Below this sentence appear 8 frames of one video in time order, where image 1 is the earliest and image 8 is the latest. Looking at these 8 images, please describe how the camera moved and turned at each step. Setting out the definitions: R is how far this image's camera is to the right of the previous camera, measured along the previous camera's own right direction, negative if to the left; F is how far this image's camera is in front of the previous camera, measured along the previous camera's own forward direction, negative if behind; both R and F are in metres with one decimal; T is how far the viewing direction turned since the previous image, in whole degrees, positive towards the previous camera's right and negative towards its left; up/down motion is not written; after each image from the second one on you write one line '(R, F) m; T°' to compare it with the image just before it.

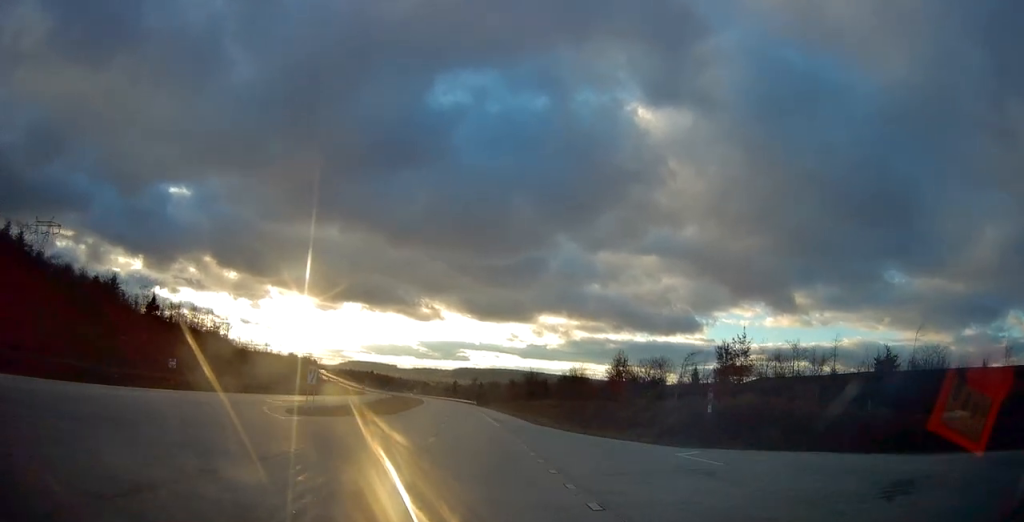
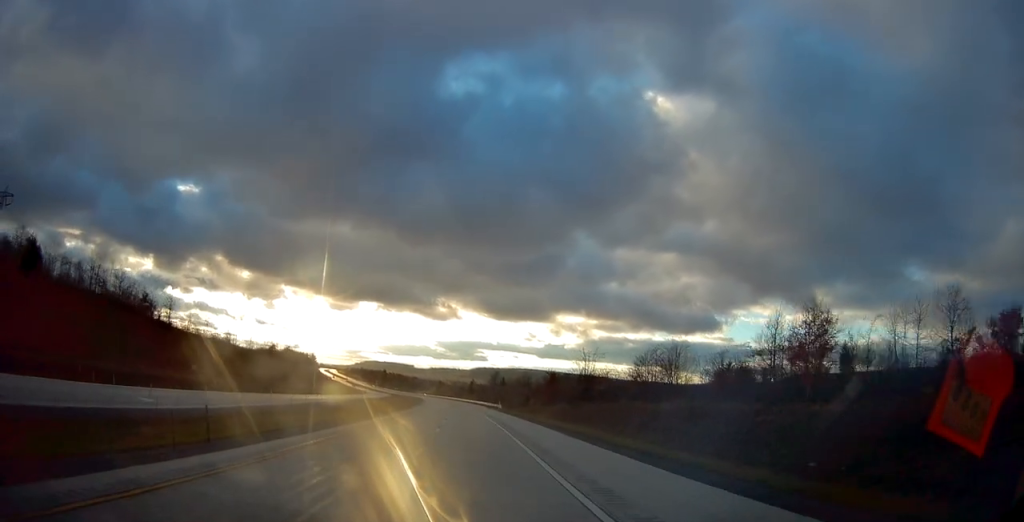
(-0.6, +54.6) m; -2°
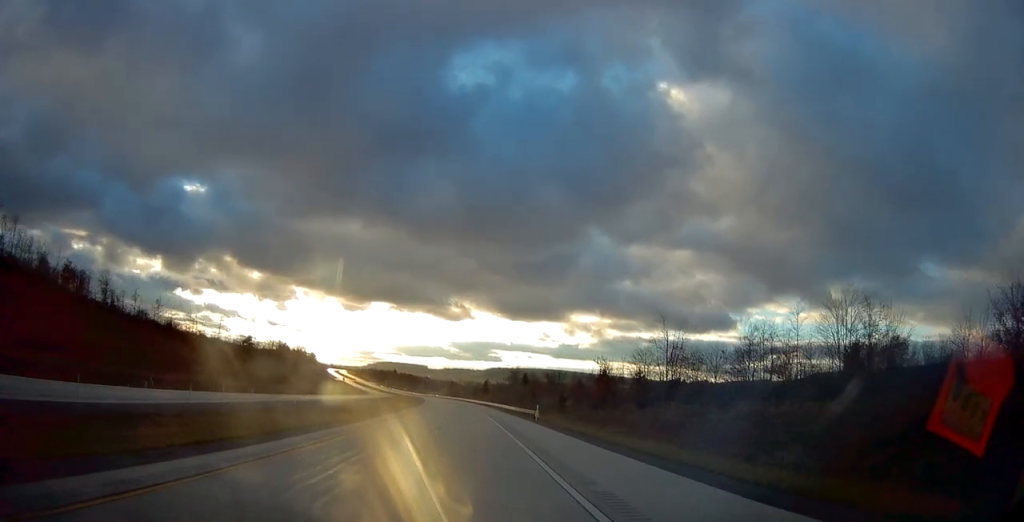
(-0.6, +38.1) m; -1°
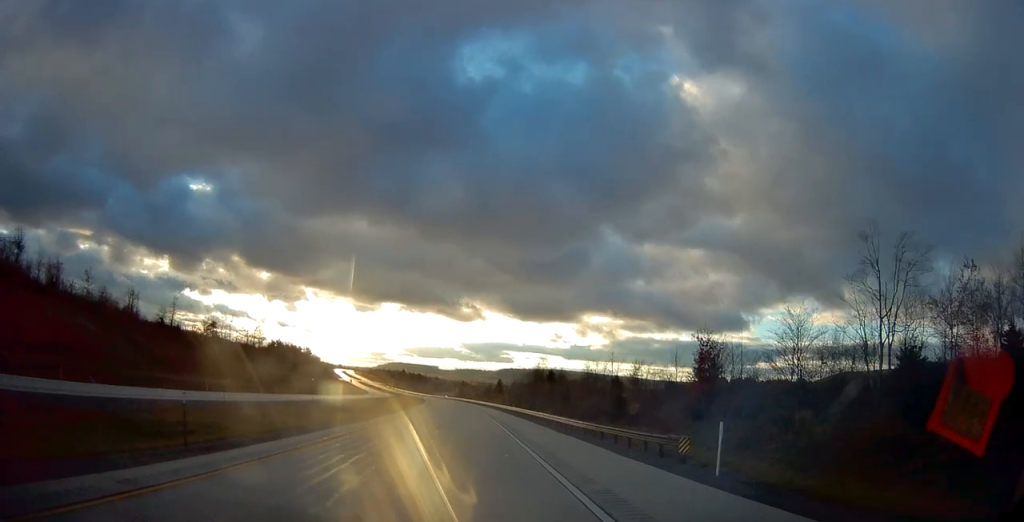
(-0.2, +35.8) m; -1°
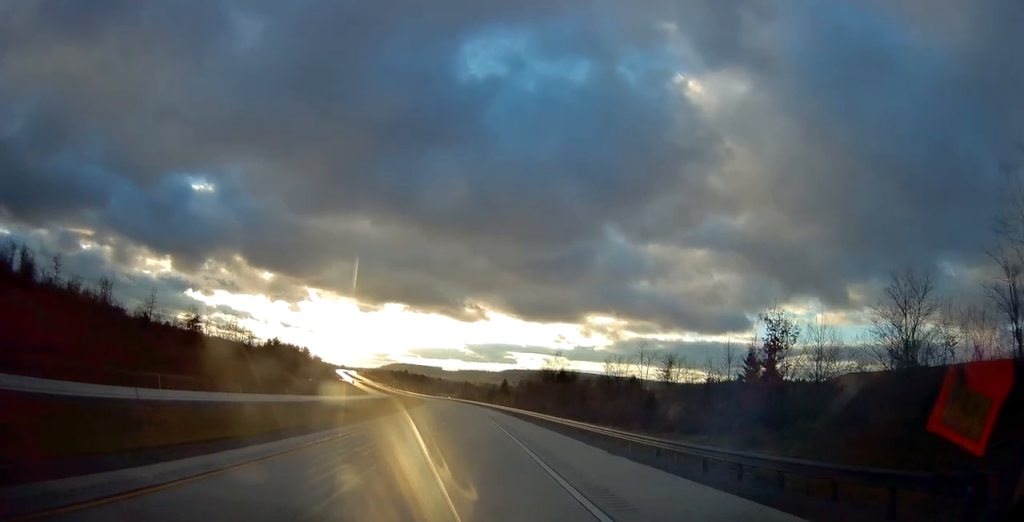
(0.0, +12.2) m; -1°
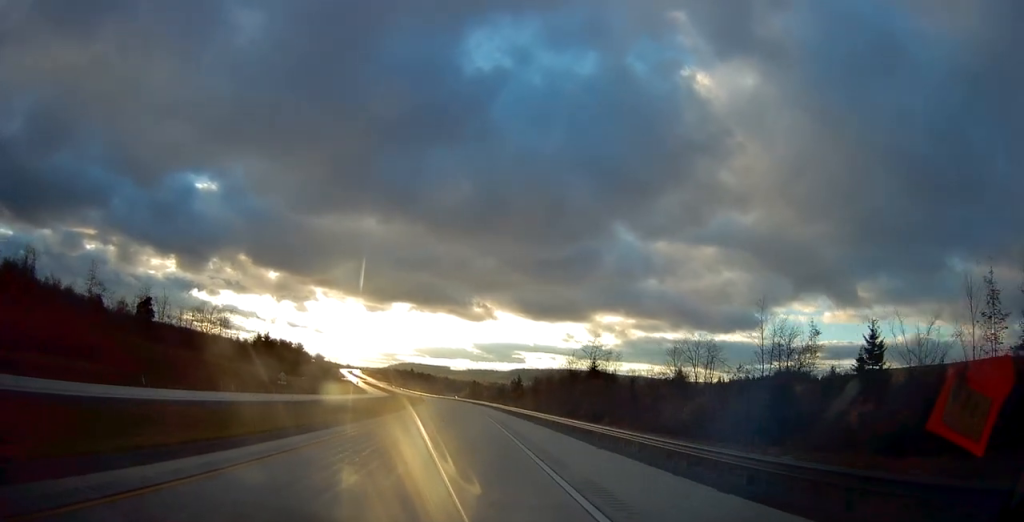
(-0.3, +27.6) m; -1°
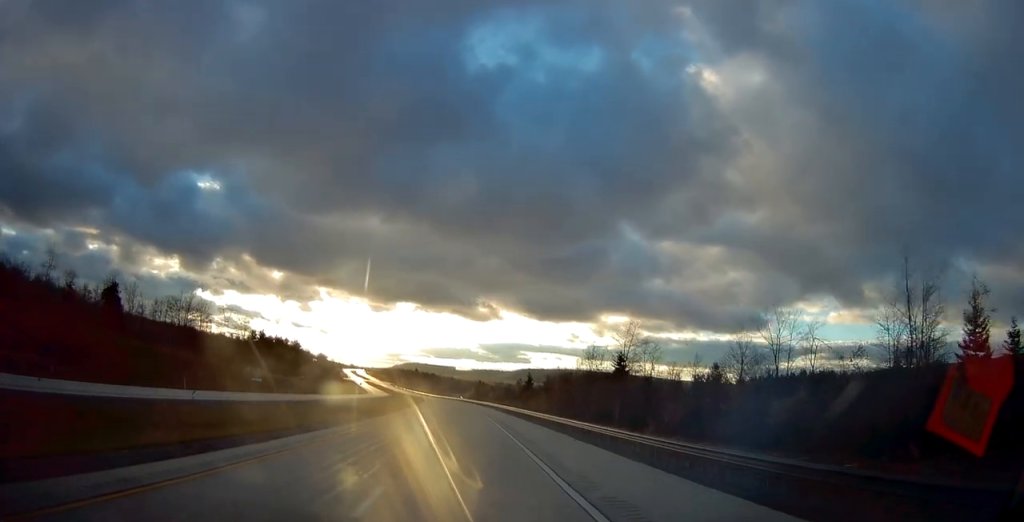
(-0.1, +15.3) m; 0°
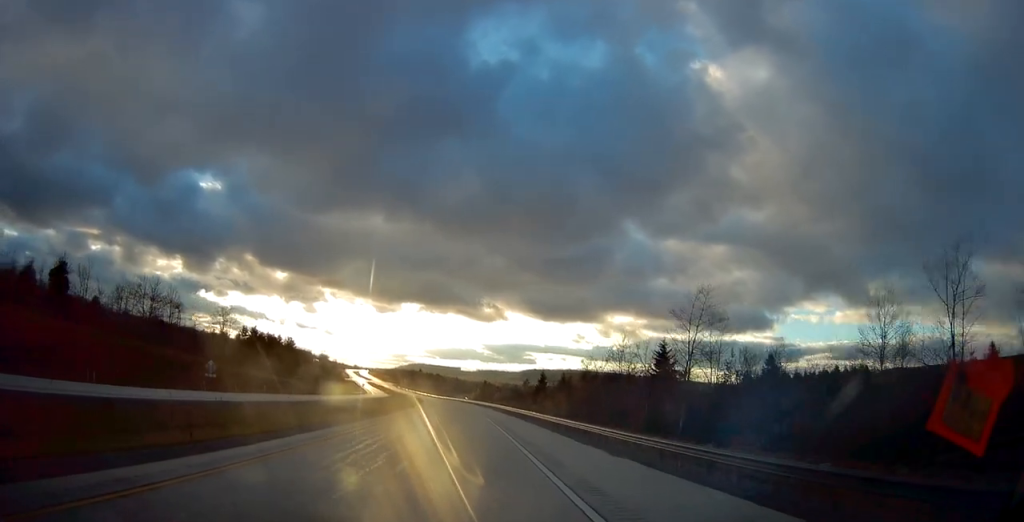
(0.0, +18.4) m; 0°
